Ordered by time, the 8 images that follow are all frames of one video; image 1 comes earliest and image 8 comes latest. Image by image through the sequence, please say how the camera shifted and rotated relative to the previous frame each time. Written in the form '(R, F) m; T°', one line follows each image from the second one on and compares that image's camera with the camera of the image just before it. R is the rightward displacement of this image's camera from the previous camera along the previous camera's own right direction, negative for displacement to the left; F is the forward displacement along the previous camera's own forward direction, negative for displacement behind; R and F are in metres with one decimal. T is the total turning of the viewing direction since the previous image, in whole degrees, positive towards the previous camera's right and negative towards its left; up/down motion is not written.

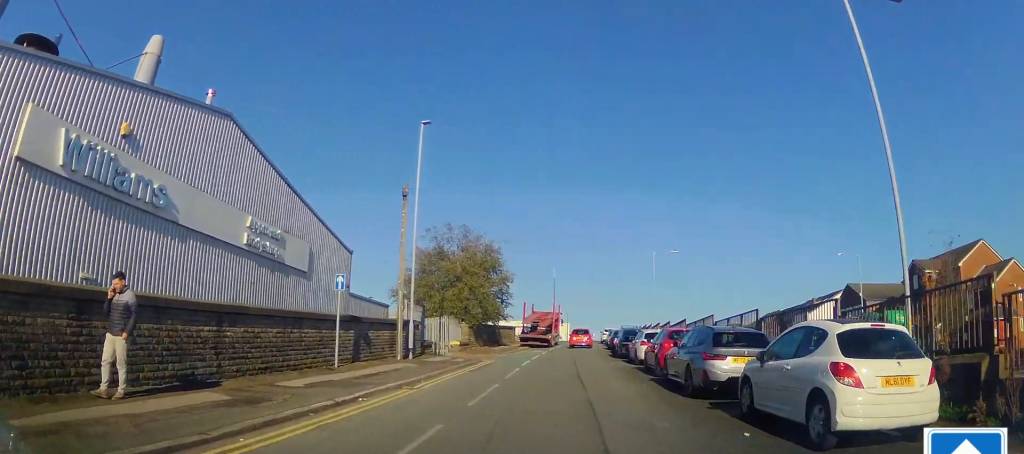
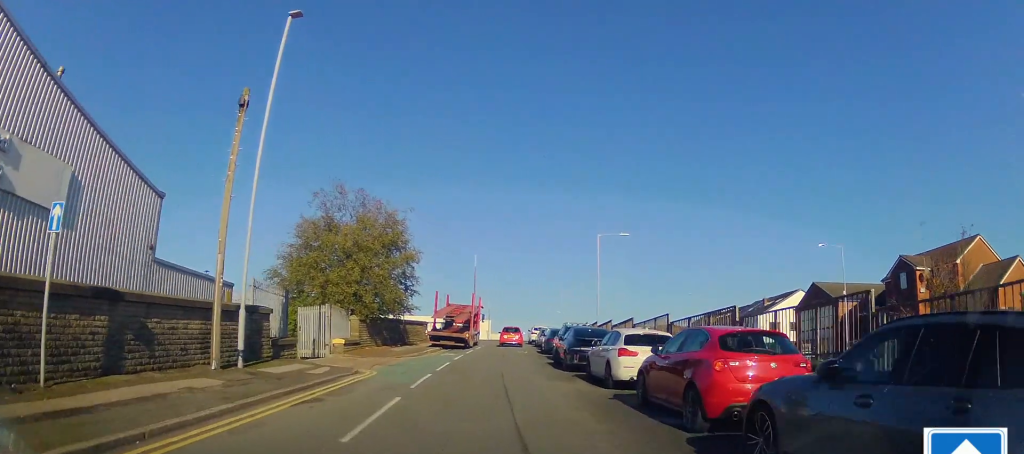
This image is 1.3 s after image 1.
(+0.7, +8.7) m; +7°
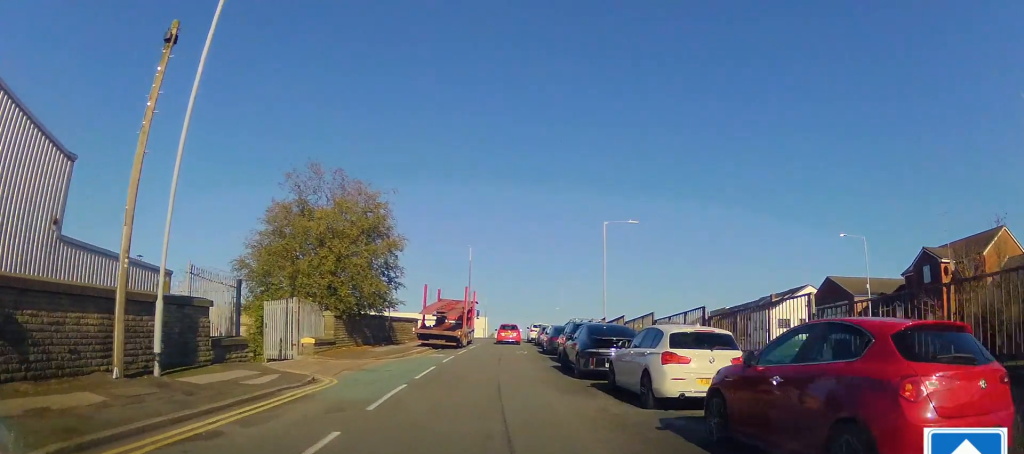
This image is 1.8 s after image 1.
(+0.1, +3.7) m; +1°
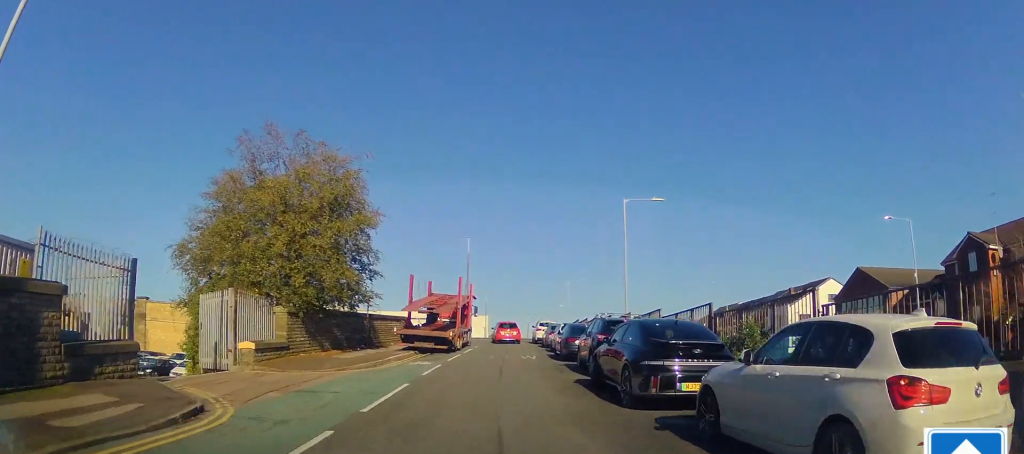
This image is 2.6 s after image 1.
(+0.1, +5.8) m; +2°
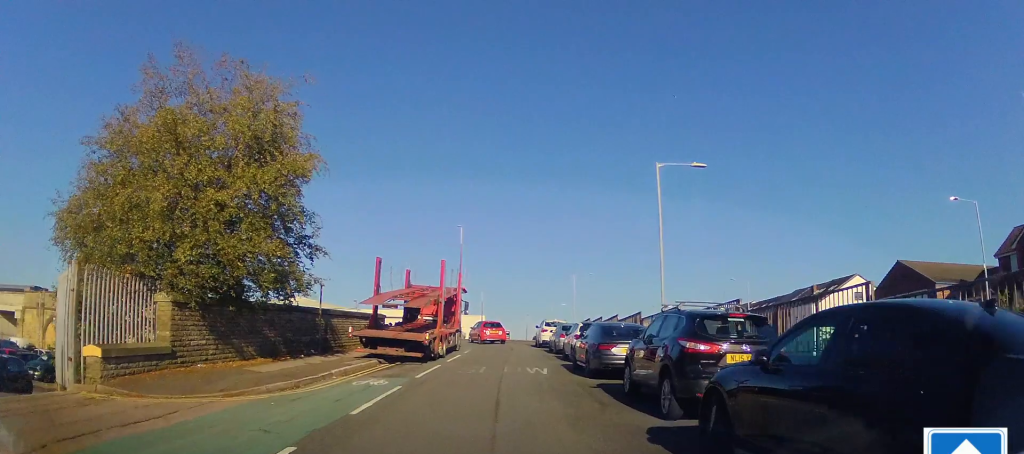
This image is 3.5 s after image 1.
(+0.1, +7.4) m; +2°
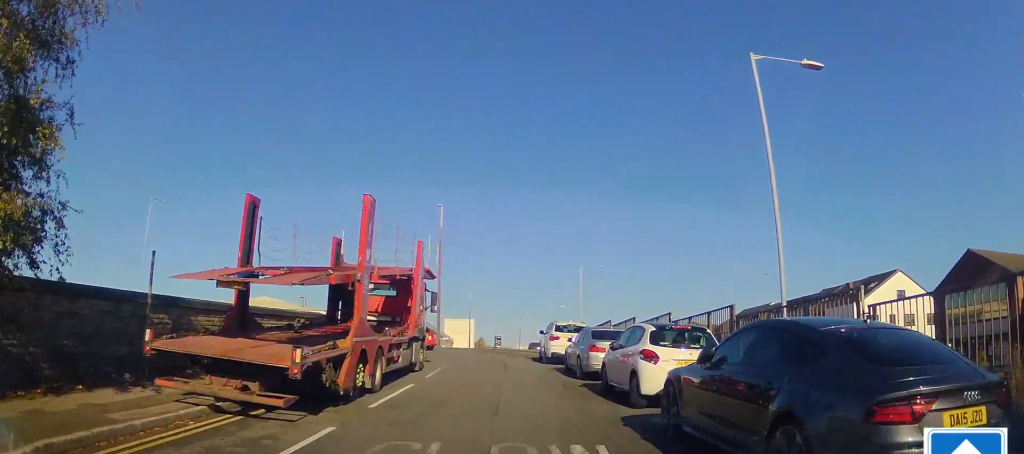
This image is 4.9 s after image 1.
(+0.2, +10.7) m; 0°
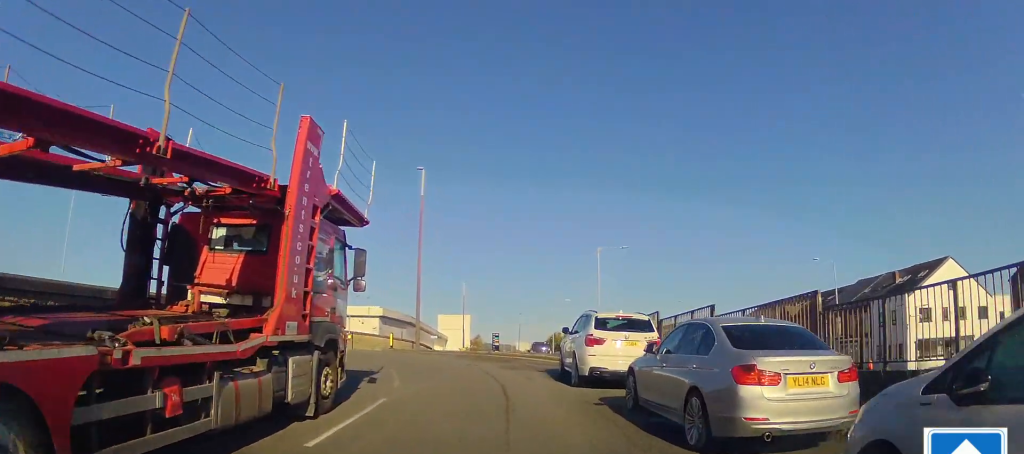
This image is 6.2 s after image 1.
(-0.3, +9.6) m; -3°
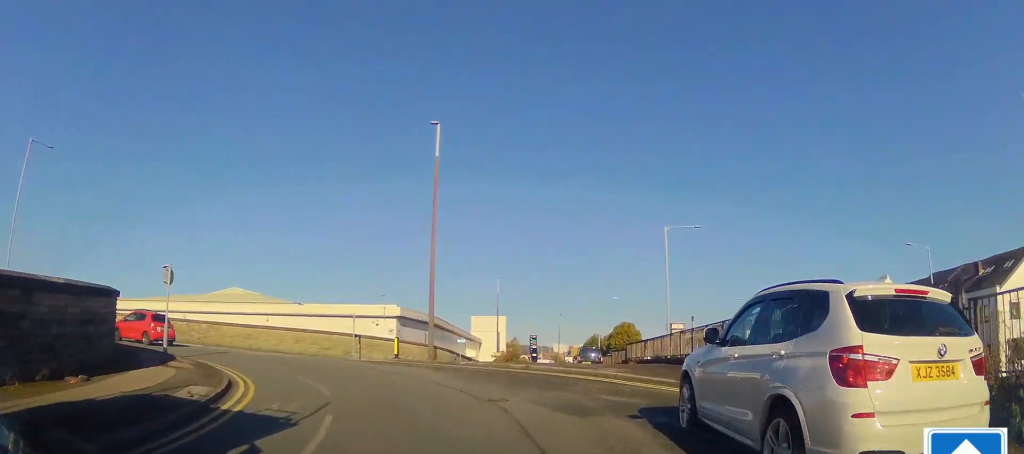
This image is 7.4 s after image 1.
(-0.1, +8.6) m; -3°
